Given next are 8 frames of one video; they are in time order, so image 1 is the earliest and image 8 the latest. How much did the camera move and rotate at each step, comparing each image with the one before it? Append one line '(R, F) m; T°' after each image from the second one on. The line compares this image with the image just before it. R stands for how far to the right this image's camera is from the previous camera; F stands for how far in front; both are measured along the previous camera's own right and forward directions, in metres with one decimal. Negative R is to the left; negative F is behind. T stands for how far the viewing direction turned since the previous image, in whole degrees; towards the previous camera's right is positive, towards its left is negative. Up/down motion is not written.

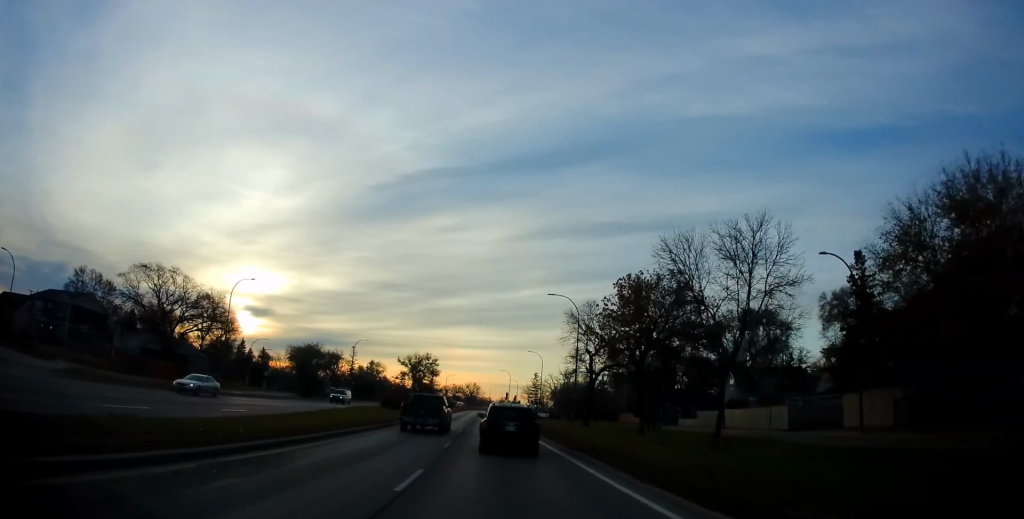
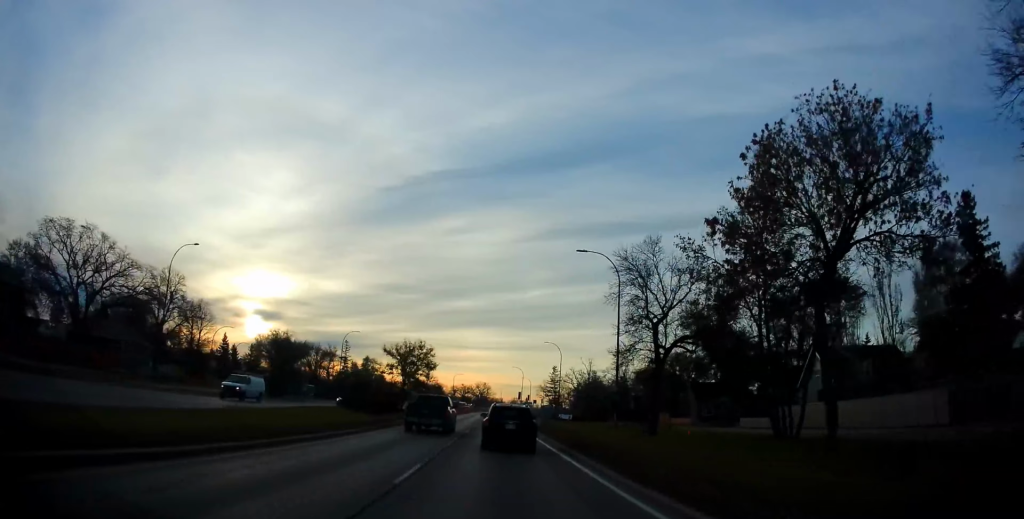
(-0.3, +17.7) m; -1°
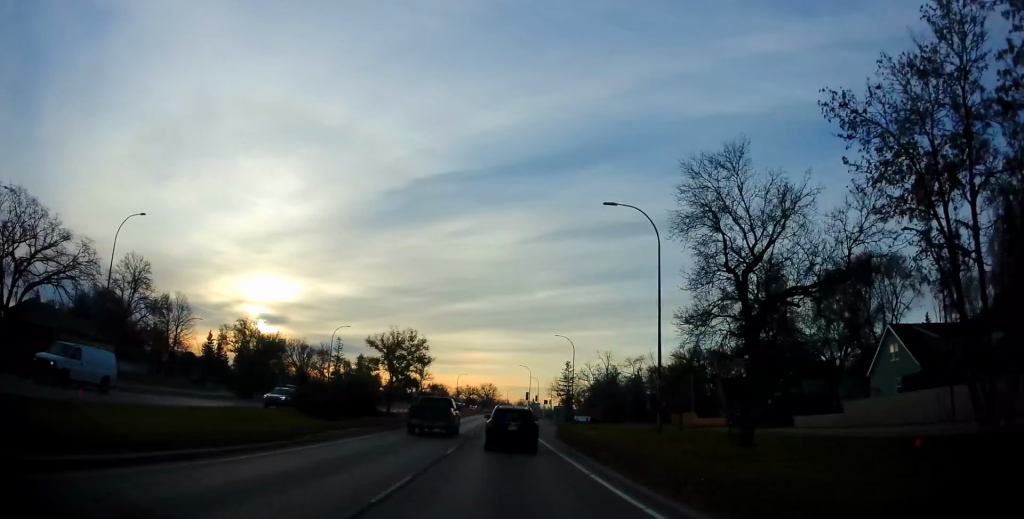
(+0.1, +10.9) m; 0°
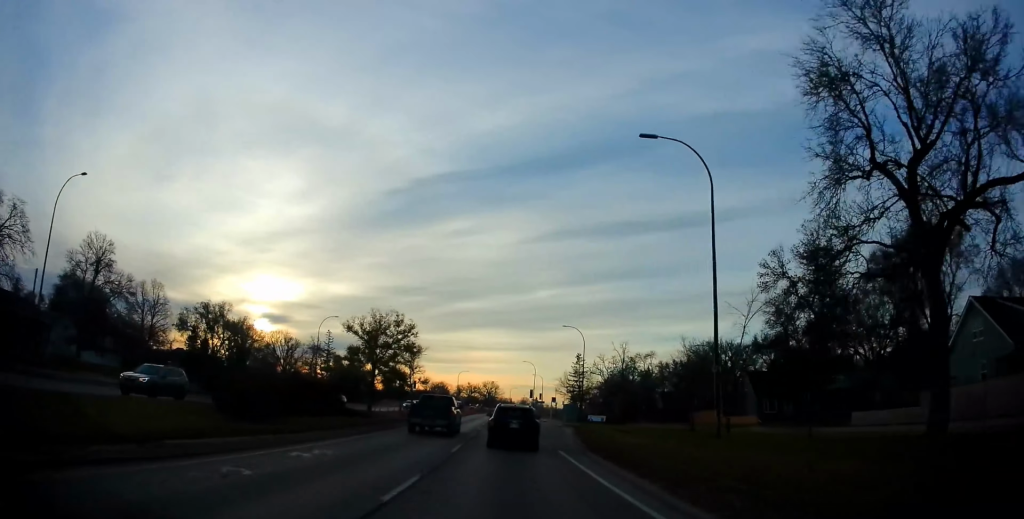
(-0.1, +9.1) m; -1°
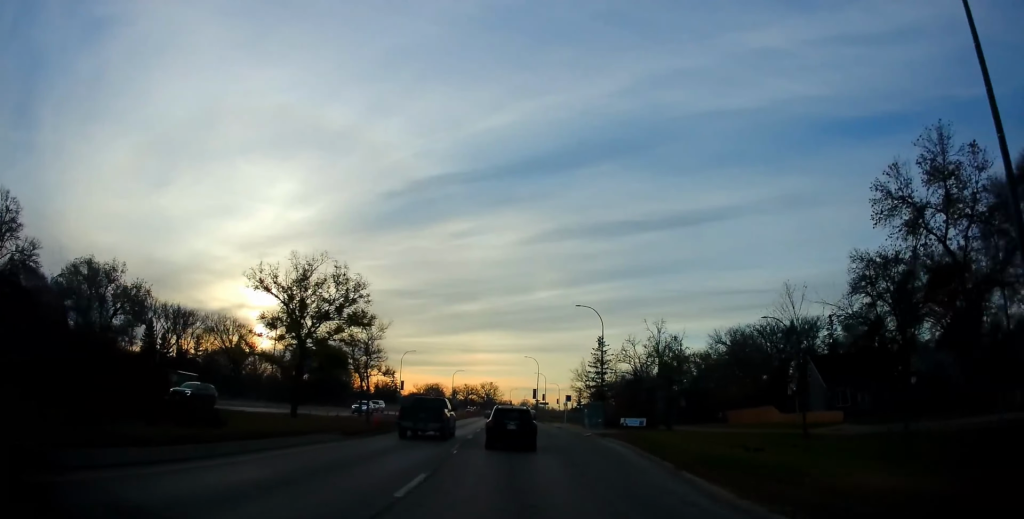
(-0.1, +17.9) m; 0°
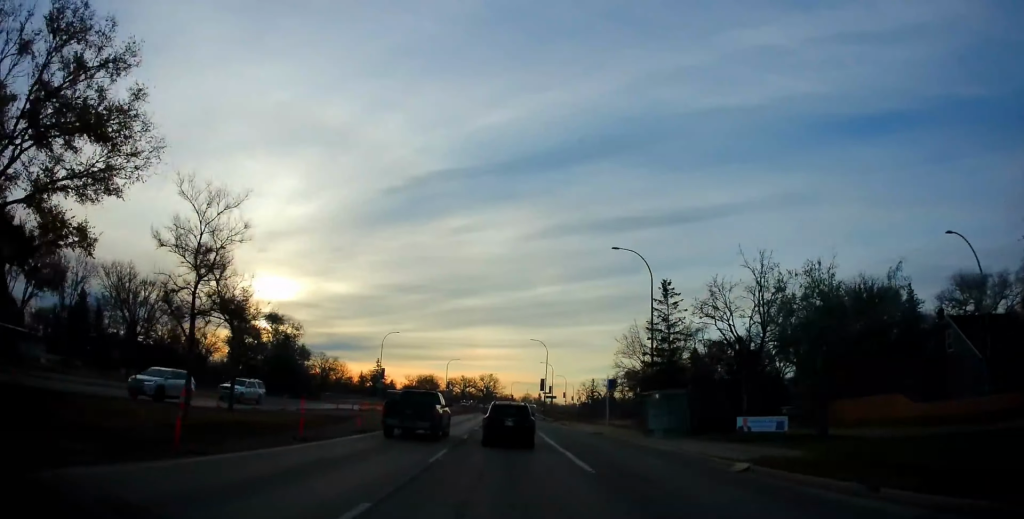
(0.0, +22.5) m; 0°
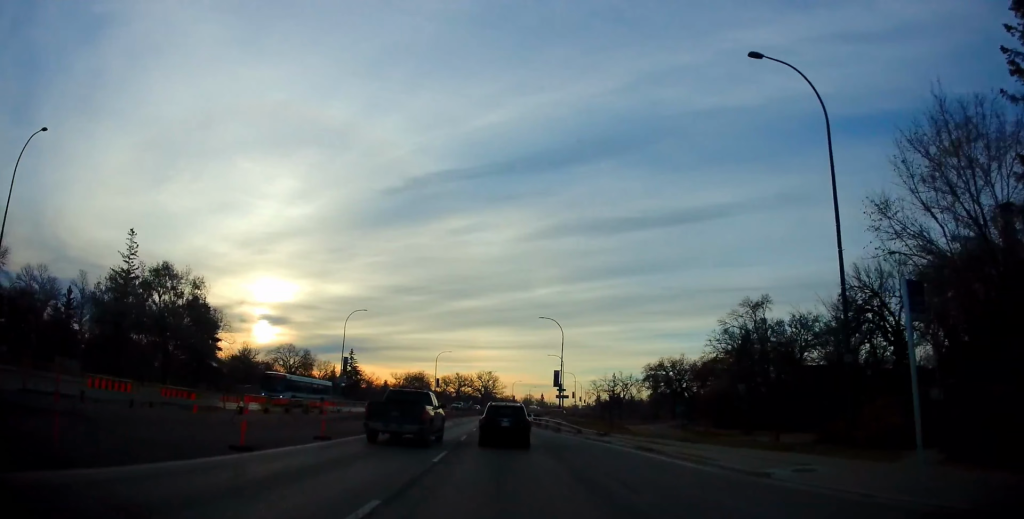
(0.0, +27.0) m; 0°
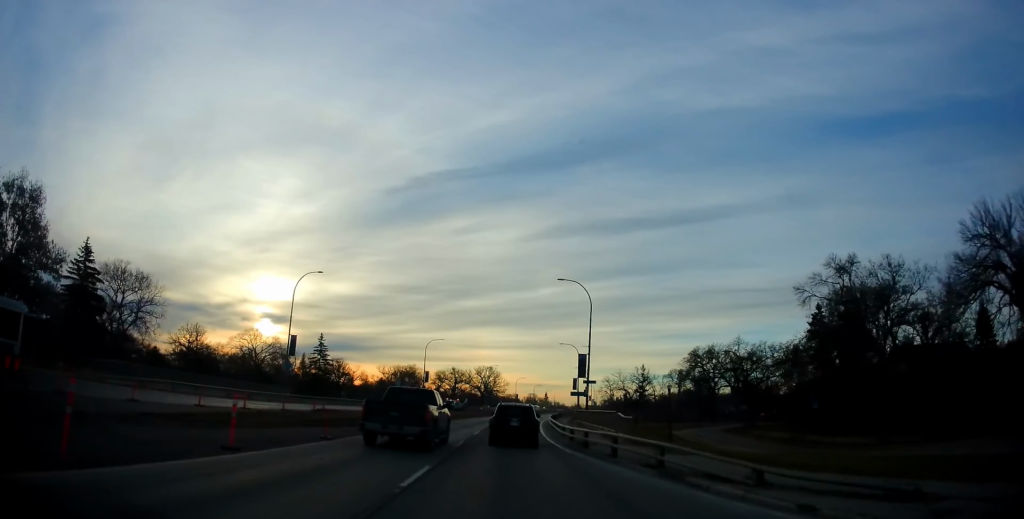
(0.0, +22.9) m; 0°
